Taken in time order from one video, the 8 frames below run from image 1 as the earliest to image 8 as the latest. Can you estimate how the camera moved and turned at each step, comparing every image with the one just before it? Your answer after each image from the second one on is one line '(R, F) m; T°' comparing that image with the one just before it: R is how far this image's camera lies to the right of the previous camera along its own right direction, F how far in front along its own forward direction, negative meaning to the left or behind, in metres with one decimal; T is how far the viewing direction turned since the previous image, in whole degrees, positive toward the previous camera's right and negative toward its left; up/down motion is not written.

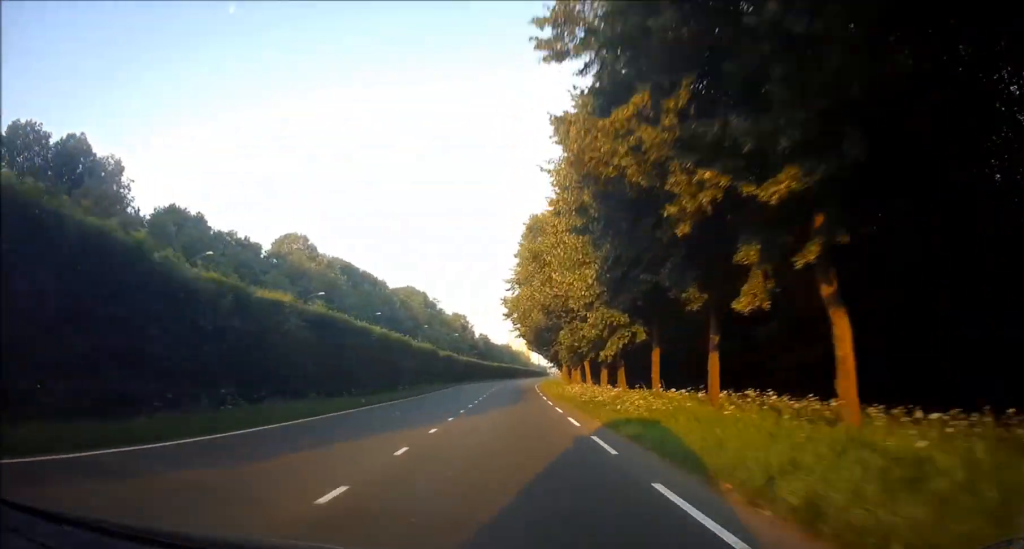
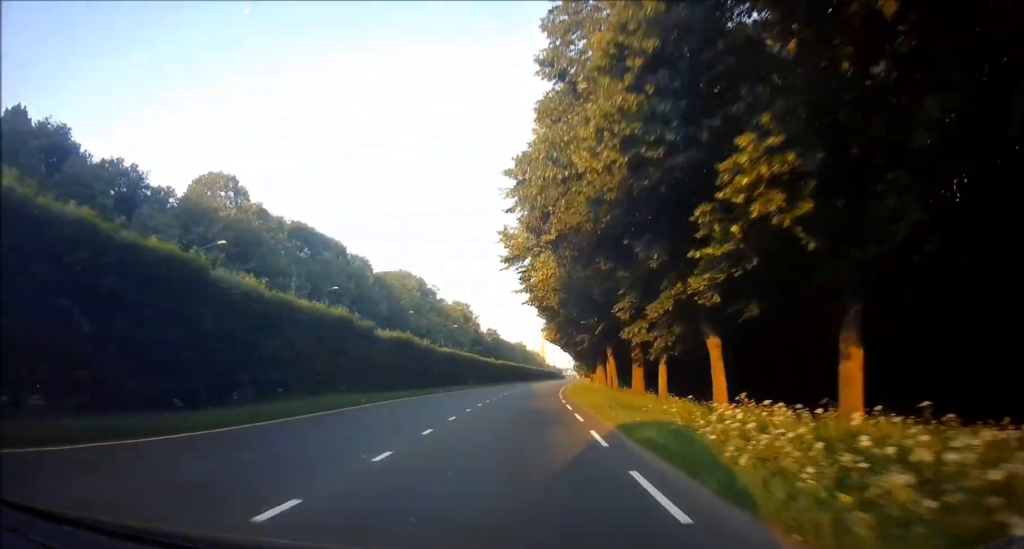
(-0.3, +28.9) m; 0°
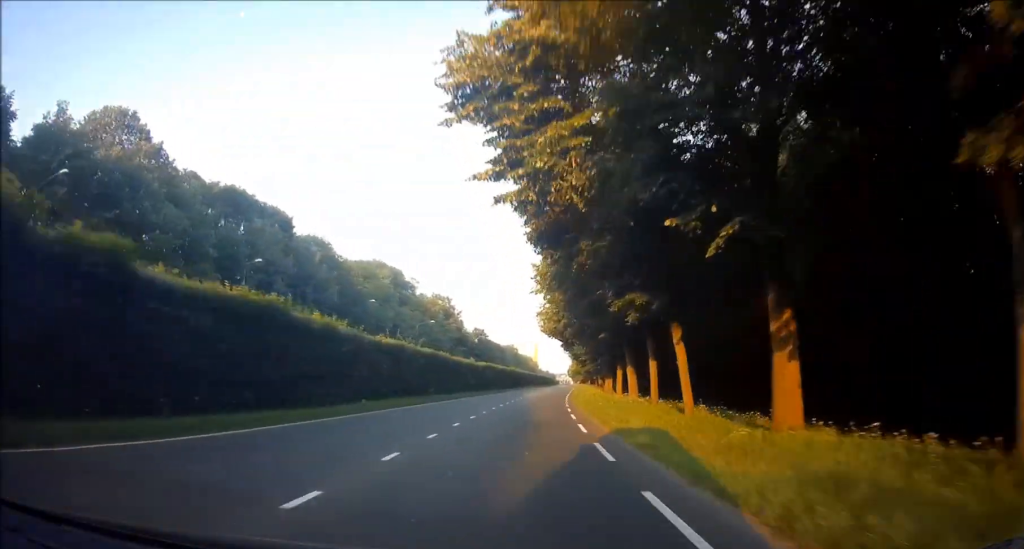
(-0.3, +19.5) m; 0°
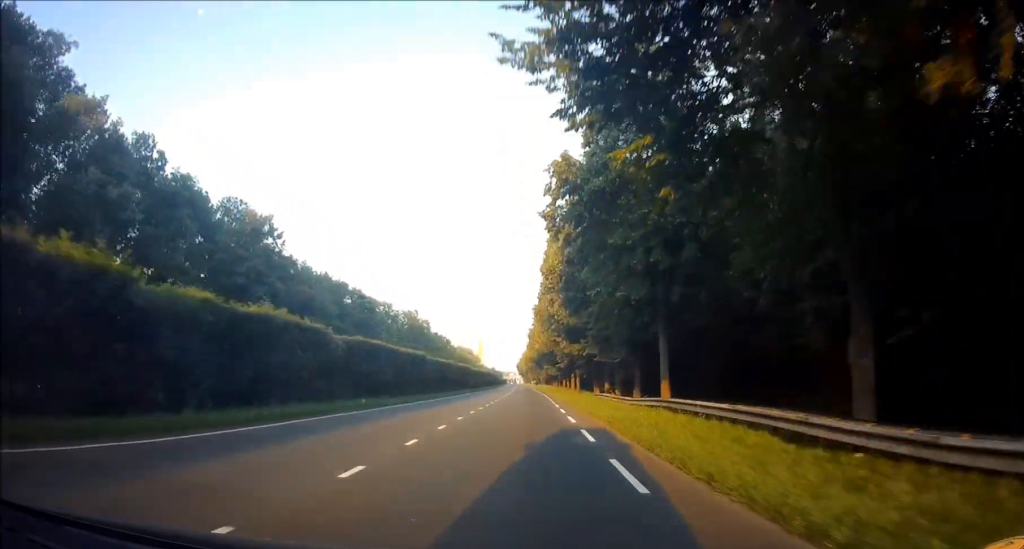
(+4.0, +106.6) m; +3°
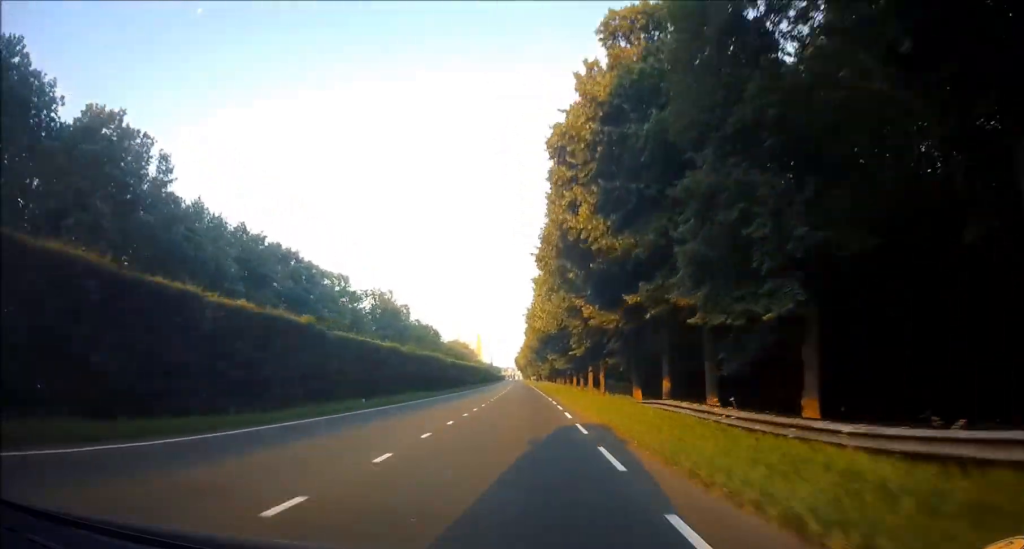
(+0.2, +22.4) m; 0°
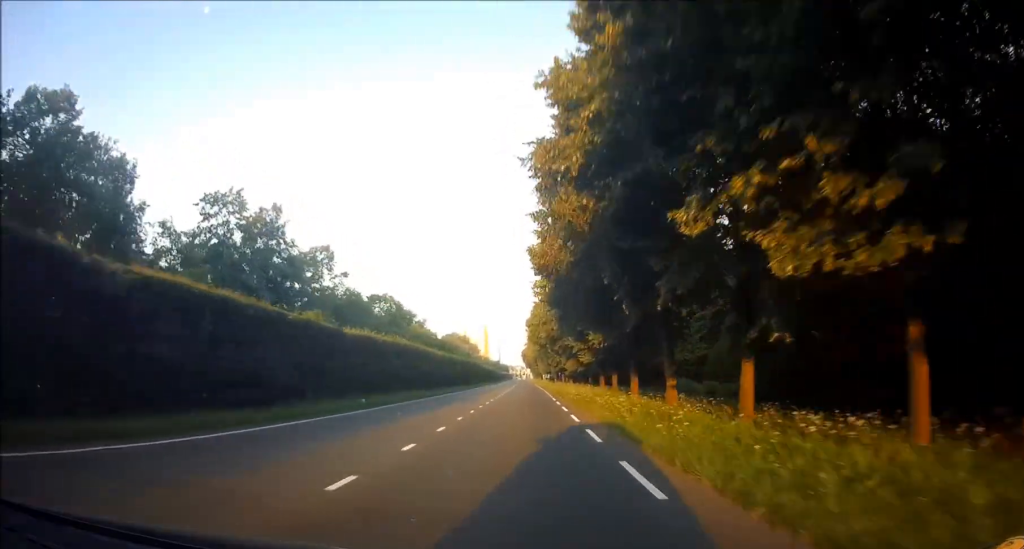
(-0.5, +50.1) m; -1°
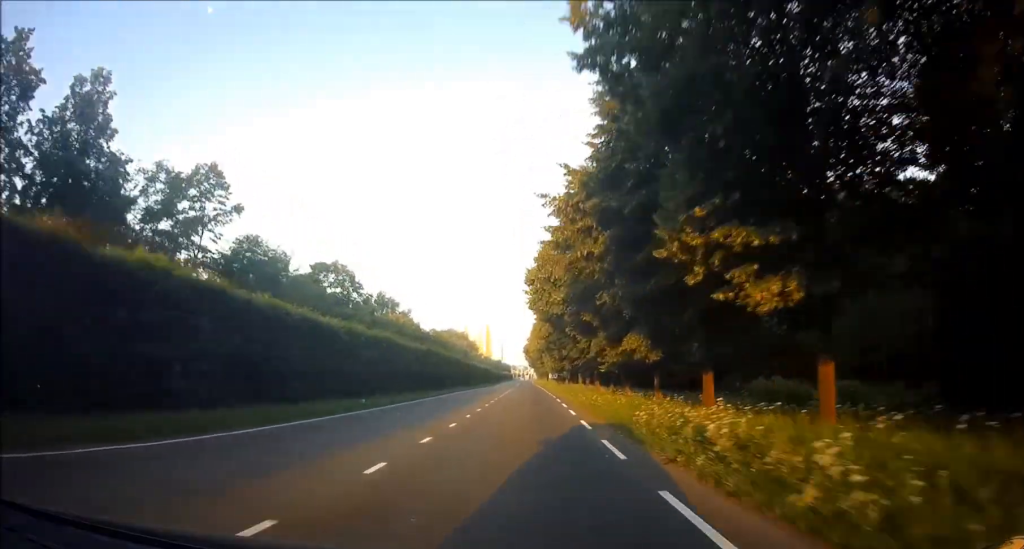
(-0.2, +26.4) m; 0°
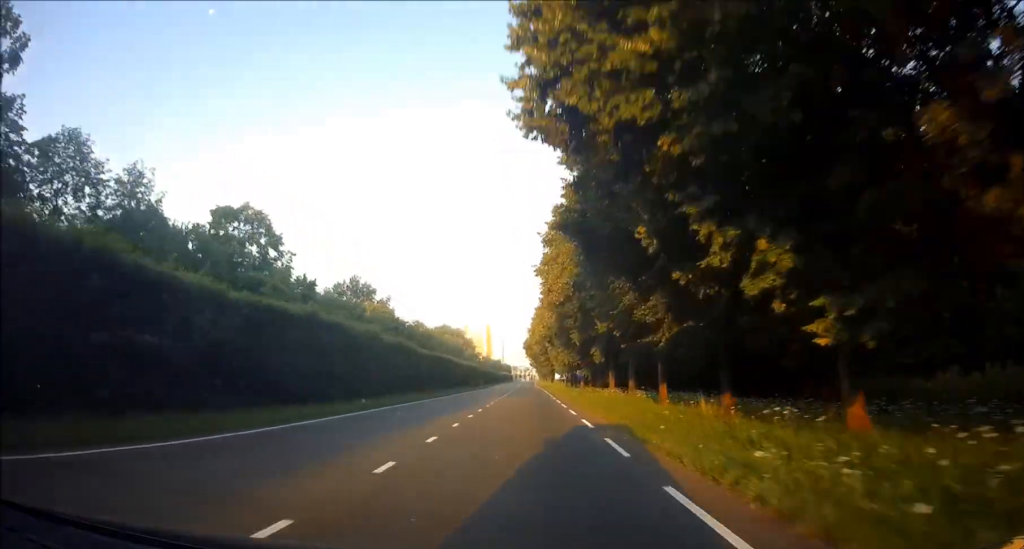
(-0.1, +23.6) m; 0°
